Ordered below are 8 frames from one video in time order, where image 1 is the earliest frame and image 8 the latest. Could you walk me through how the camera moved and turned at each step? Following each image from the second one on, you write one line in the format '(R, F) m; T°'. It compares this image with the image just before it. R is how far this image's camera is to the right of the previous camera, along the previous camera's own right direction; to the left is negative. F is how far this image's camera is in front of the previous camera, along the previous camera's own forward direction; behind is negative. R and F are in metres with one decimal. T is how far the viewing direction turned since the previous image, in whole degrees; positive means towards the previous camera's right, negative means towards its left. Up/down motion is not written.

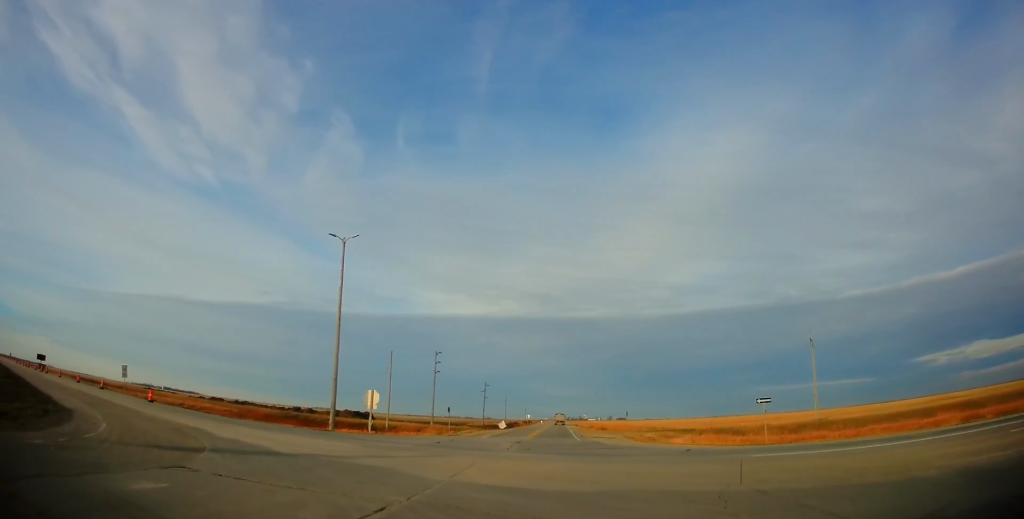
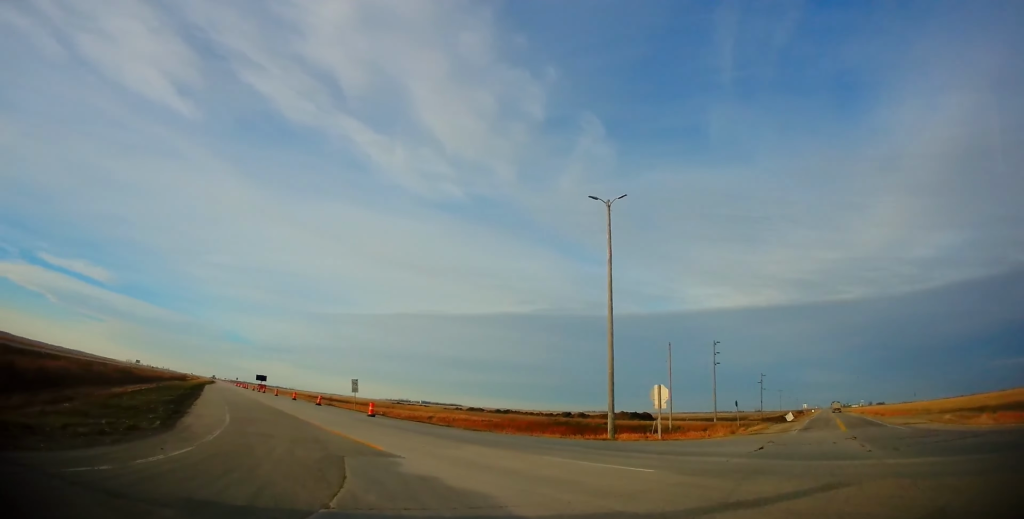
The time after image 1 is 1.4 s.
(-1.4, +7.9) m; -16°
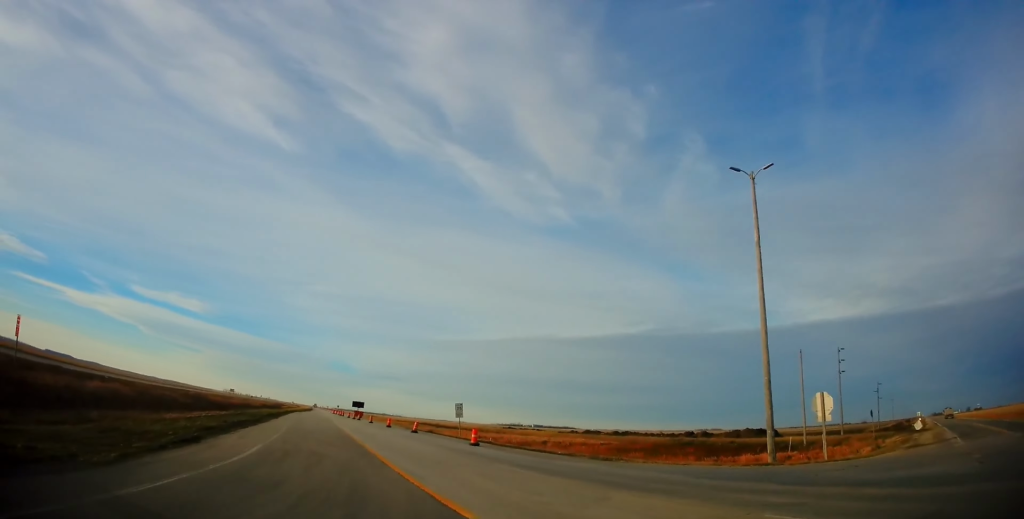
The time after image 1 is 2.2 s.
(-0.4, +6.3) m; -9°
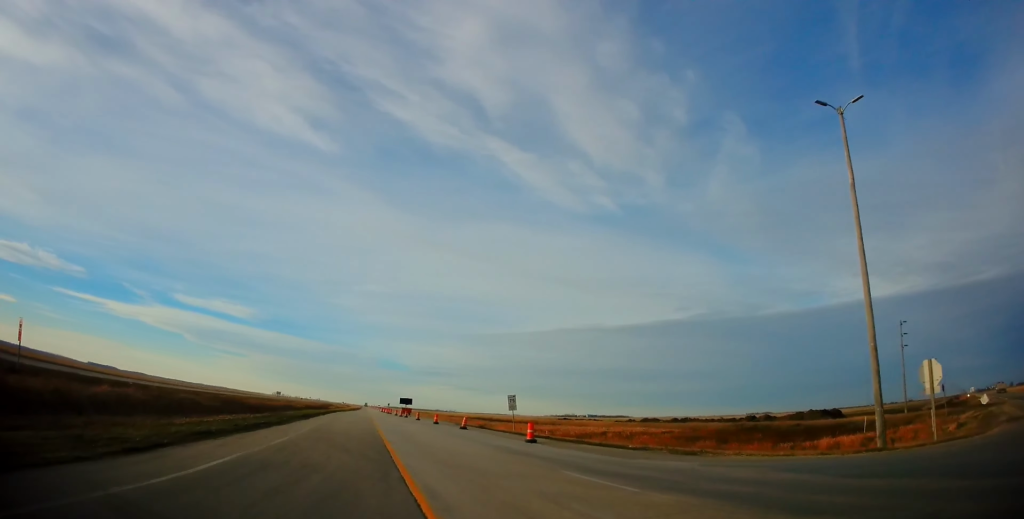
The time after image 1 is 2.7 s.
(-0.1, +4.6) m; -6°
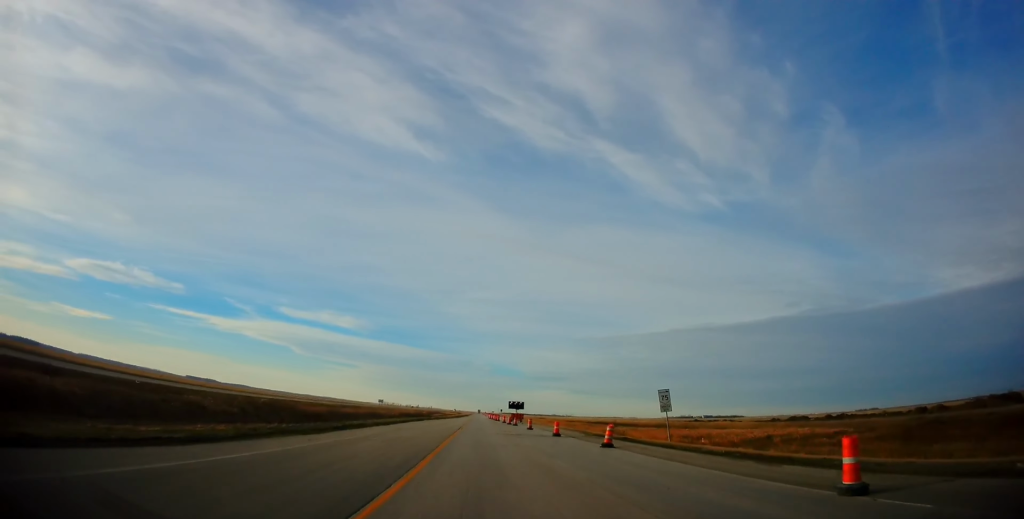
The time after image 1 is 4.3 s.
(-2.7, +19.0) m; -12°
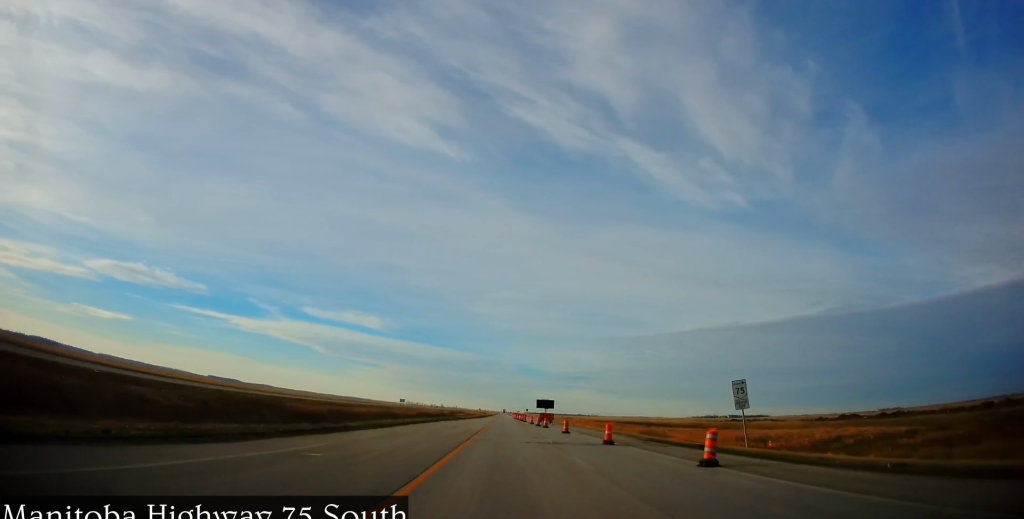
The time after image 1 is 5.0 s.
(-0.1, +10.0) m; -3°
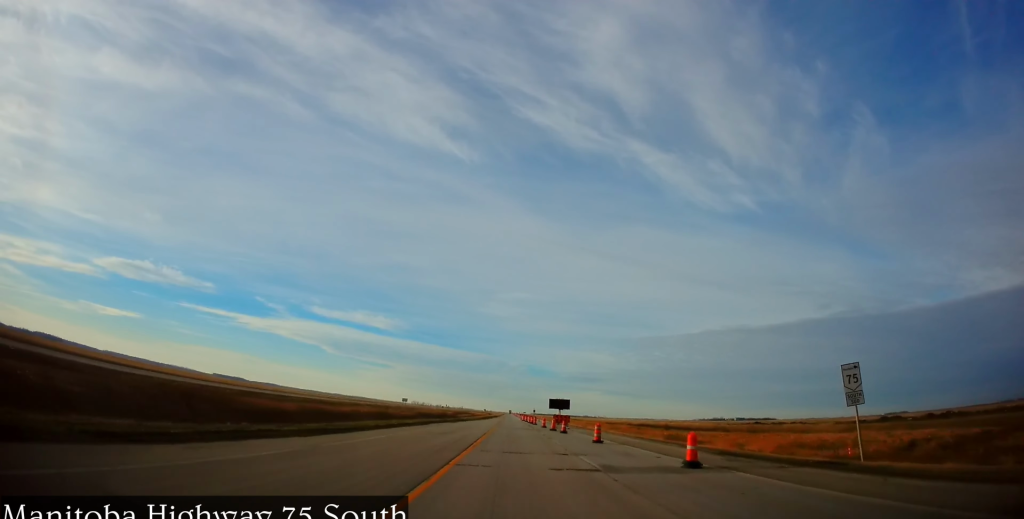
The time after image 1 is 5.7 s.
(-0.5, +11.6) m; -2°
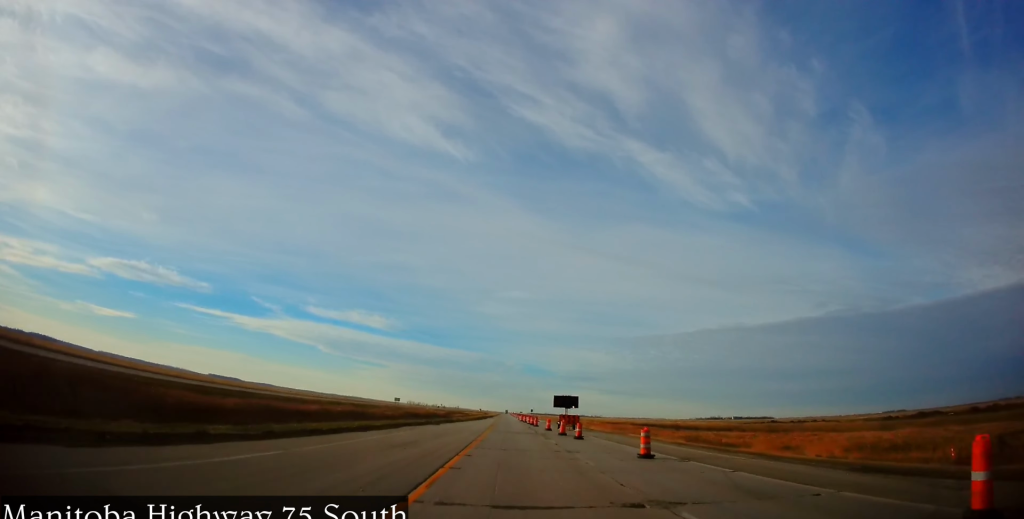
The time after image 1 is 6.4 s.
(-0.1, +11.1) m; -1°
